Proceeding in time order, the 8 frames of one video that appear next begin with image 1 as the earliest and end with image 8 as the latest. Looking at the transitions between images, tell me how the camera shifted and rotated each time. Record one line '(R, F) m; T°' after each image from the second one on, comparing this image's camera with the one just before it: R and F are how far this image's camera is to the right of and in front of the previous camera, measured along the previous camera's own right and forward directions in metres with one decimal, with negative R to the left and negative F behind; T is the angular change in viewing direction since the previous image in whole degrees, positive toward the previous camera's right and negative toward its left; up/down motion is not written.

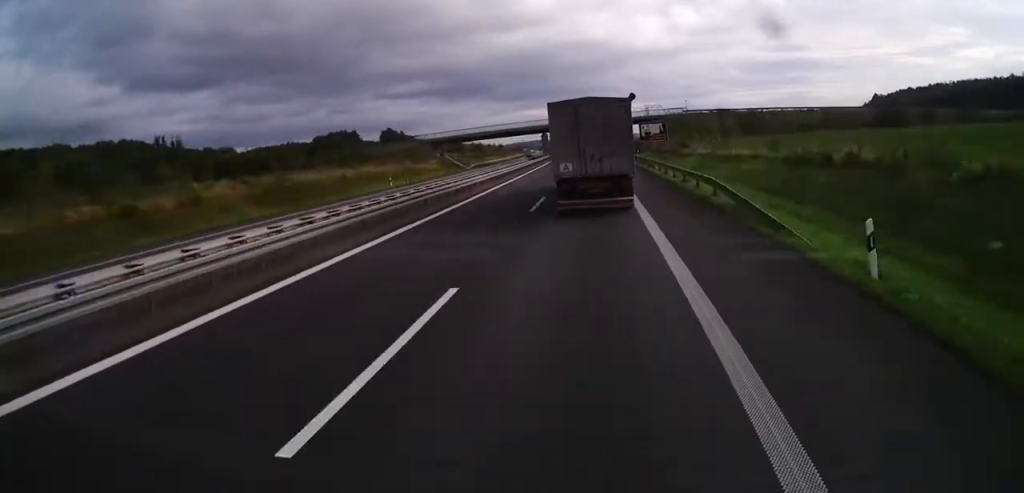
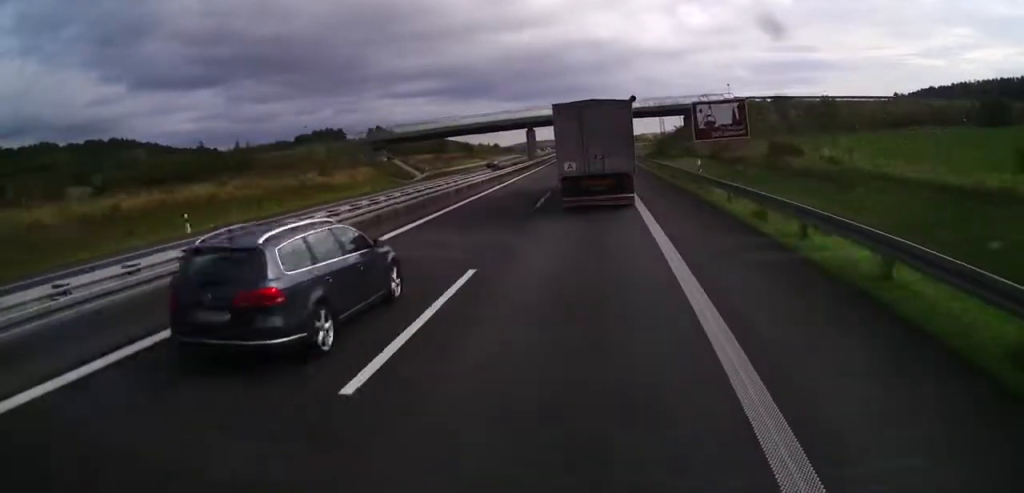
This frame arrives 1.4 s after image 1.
(0.0, +34.5) m; 0°
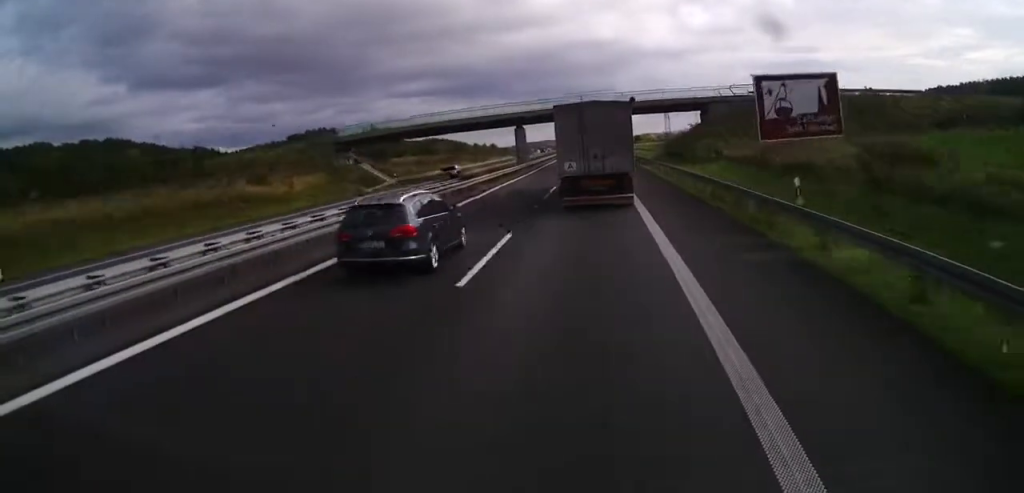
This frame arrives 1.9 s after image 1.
(0.0, +13.2) m; -1°
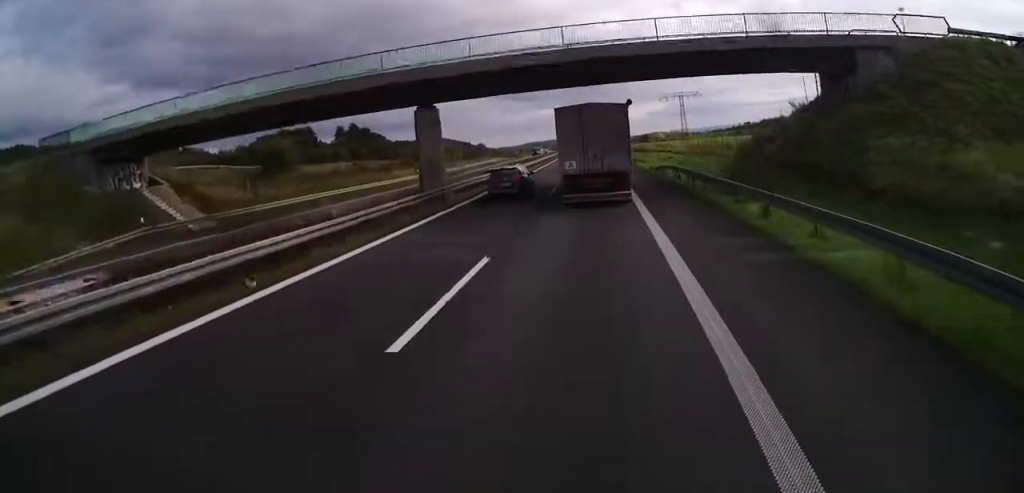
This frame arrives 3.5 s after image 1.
(-0.7, +39.7) m; -1°
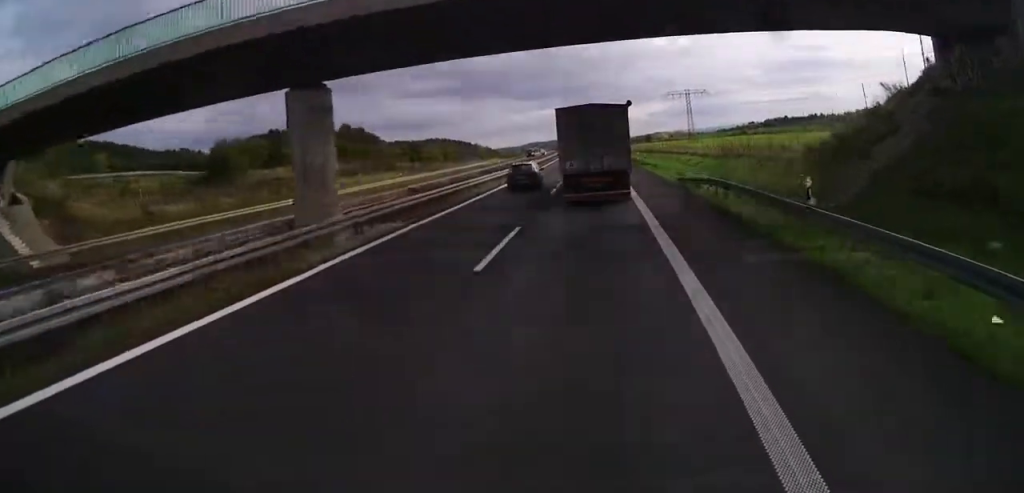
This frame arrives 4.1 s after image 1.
(0.0, +13.3) m; 0°
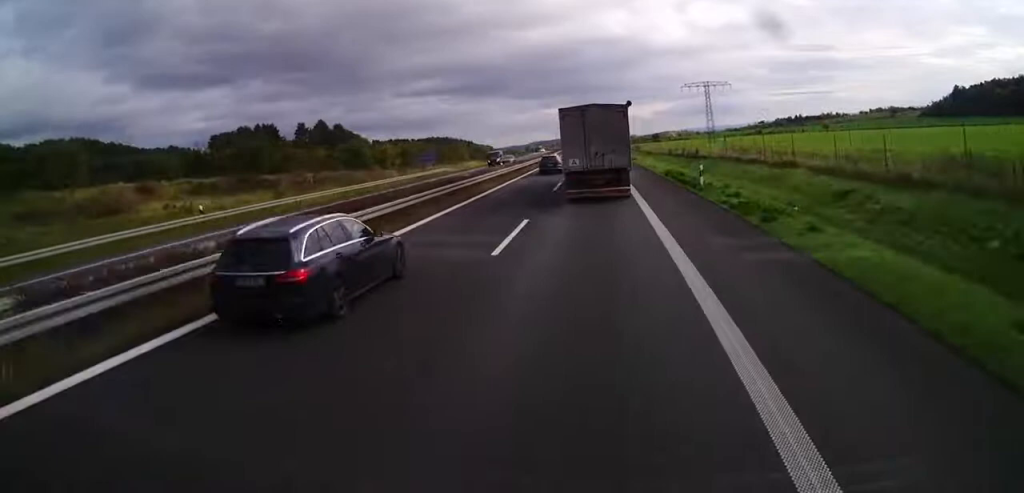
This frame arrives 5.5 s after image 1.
(0.0, +34.7) m; 0°
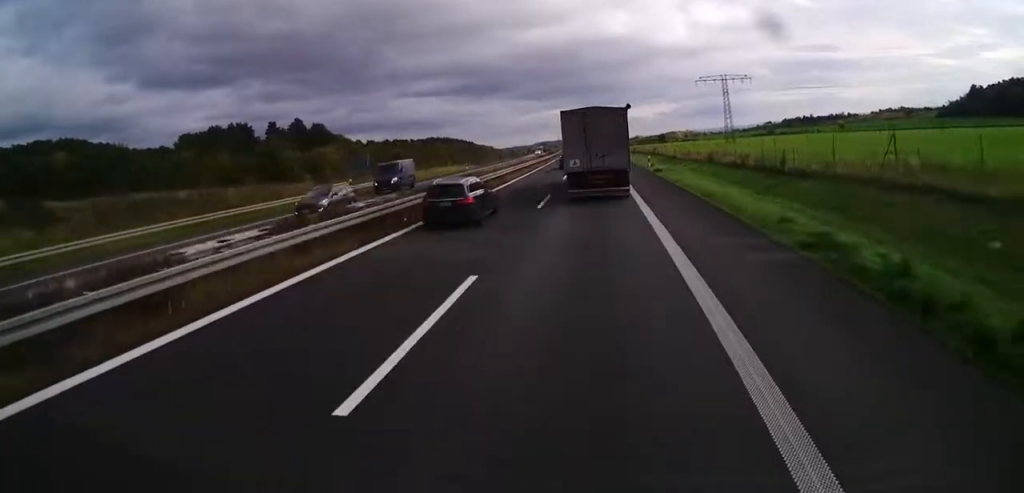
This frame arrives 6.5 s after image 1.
(-0.1, +26.2) m; -1°
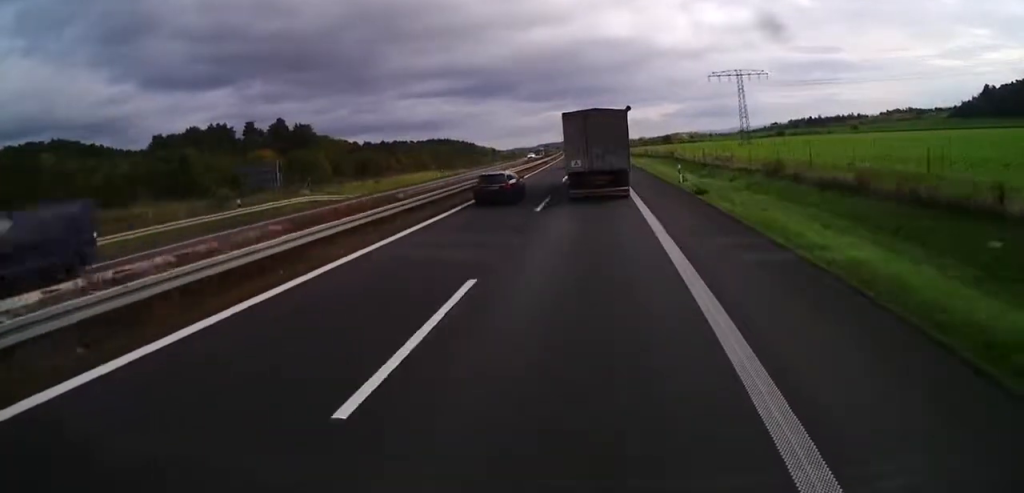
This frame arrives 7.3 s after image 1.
(+0.1, +17.9) m; -1°
